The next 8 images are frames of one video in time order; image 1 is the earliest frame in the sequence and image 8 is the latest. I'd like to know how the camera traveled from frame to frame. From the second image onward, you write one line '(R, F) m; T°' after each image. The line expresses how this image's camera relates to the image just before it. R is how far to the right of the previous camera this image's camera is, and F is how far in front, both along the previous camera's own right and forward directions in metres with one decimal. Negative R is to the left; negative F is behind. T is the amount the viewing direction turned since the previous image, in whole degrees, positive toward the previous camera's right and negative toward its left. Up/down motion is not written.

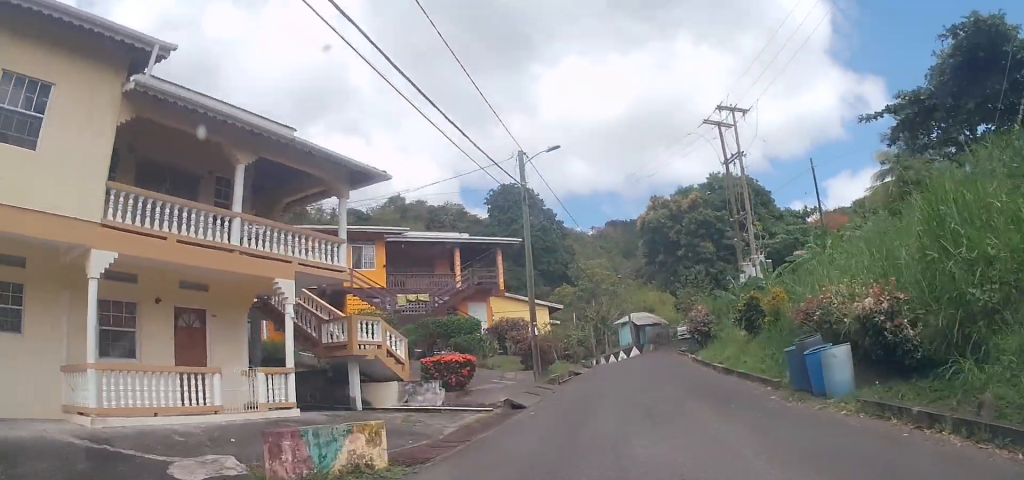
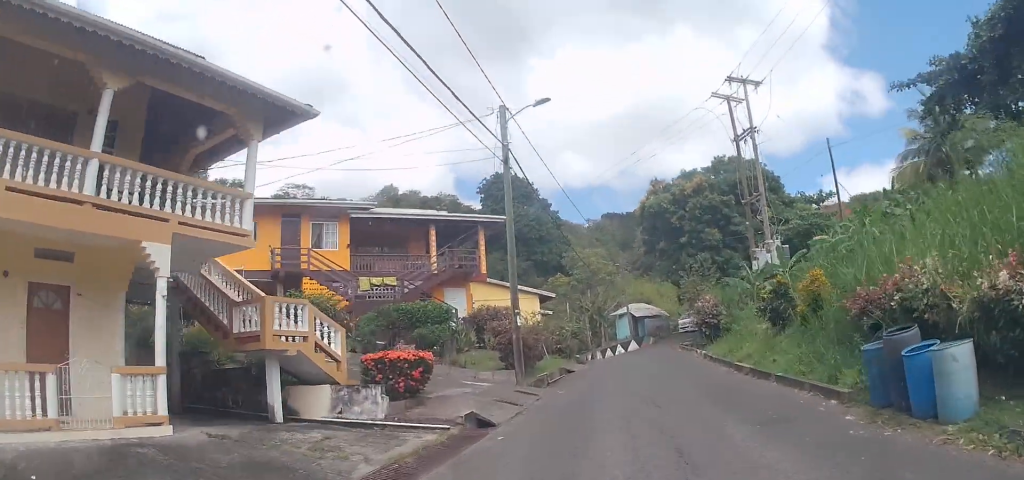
(-0.1, +3.8) m; +1°
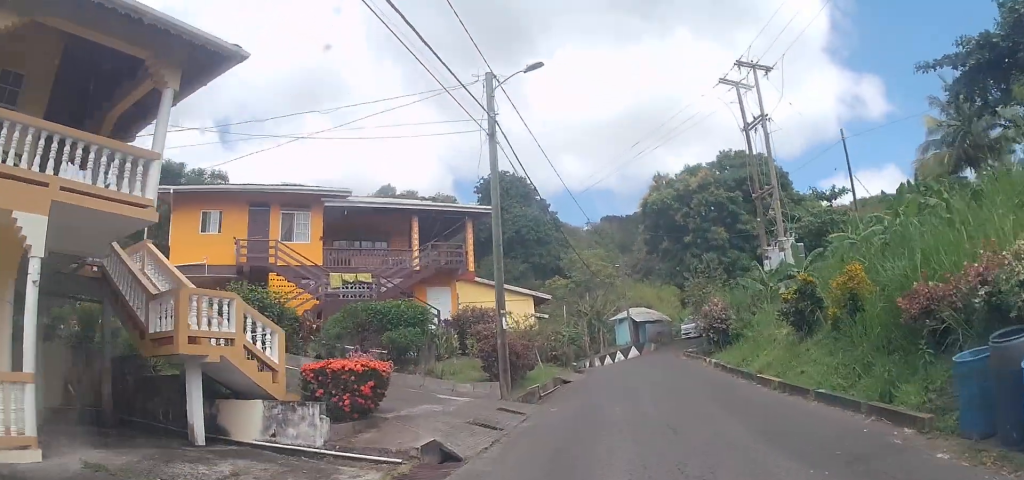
(+0.2, +2.6) m; +1°
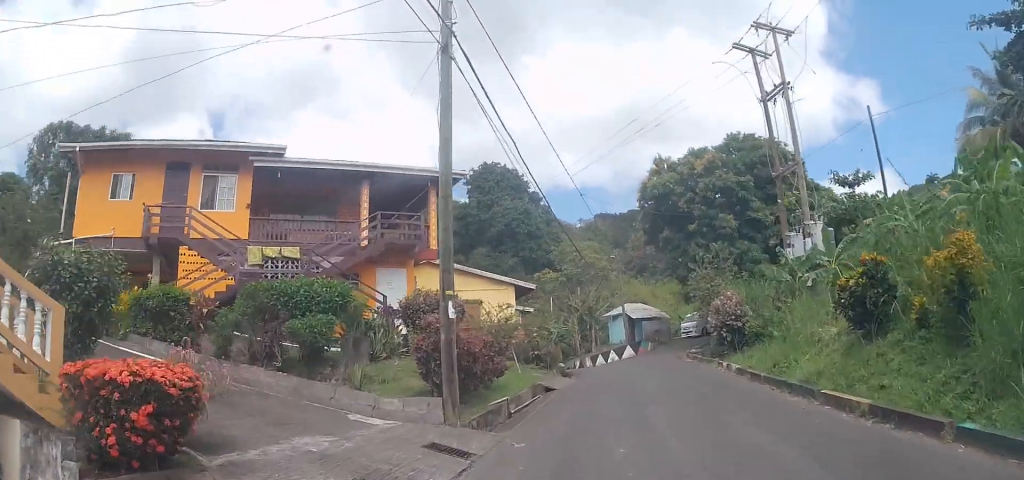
(+0.1, +5.0) m; +1°
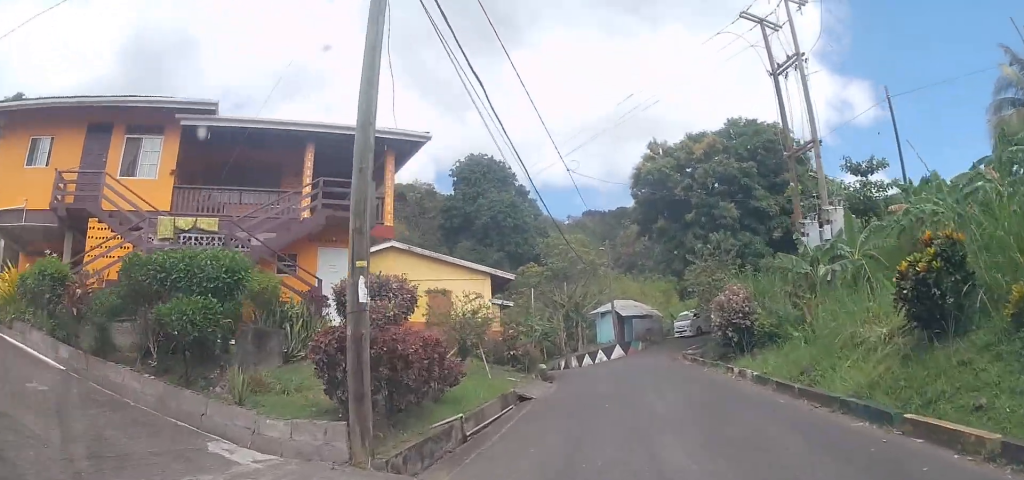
(-0.1, +3.6) m; 0°
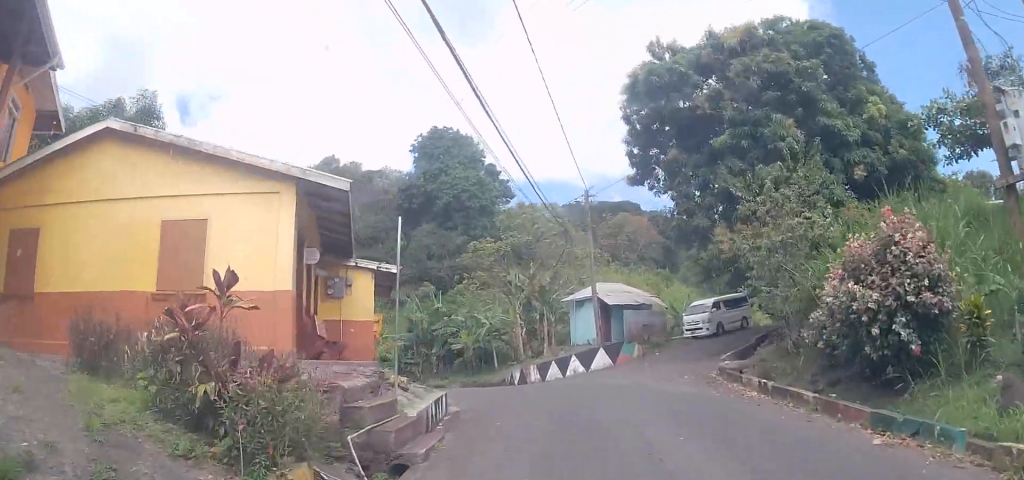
(-0.5, +15.1) m; -1°
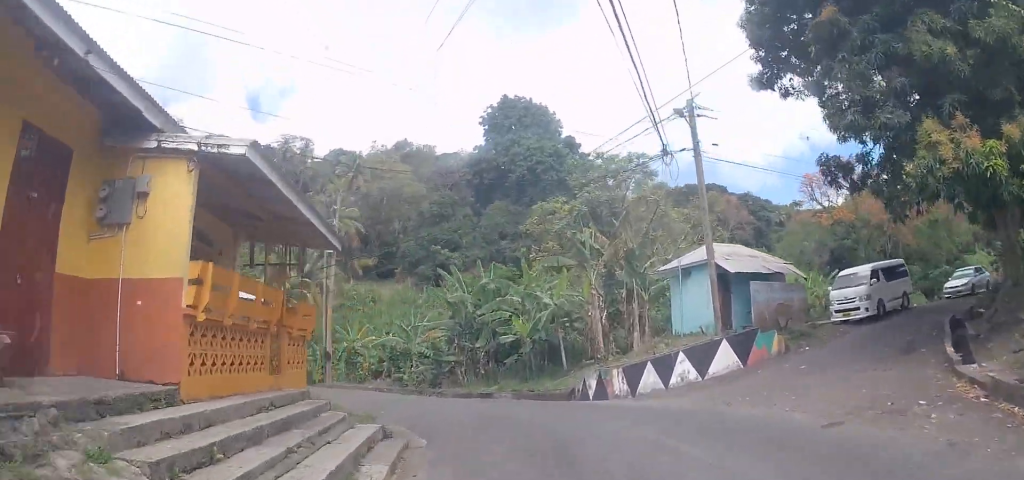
(+0.1, +10.3) m; -8°
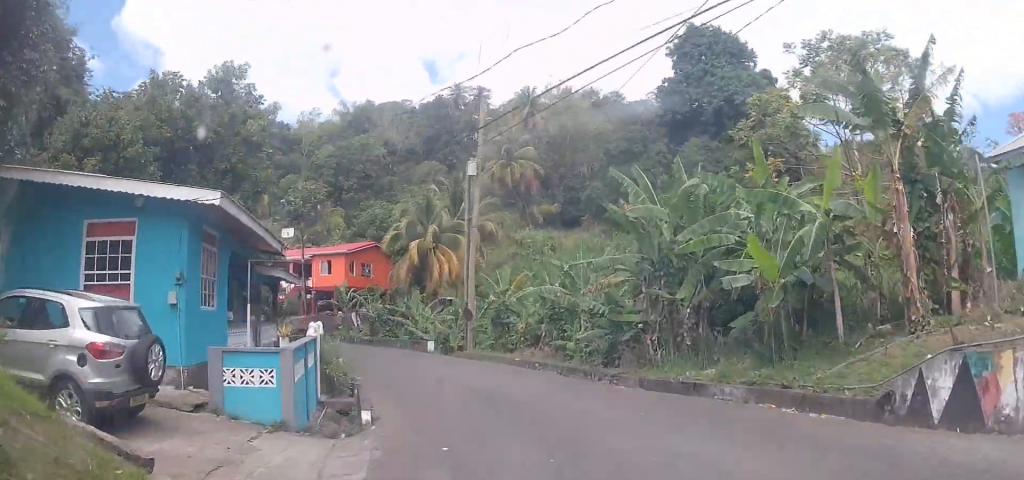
(-1.6, +11.0) m; -22°
